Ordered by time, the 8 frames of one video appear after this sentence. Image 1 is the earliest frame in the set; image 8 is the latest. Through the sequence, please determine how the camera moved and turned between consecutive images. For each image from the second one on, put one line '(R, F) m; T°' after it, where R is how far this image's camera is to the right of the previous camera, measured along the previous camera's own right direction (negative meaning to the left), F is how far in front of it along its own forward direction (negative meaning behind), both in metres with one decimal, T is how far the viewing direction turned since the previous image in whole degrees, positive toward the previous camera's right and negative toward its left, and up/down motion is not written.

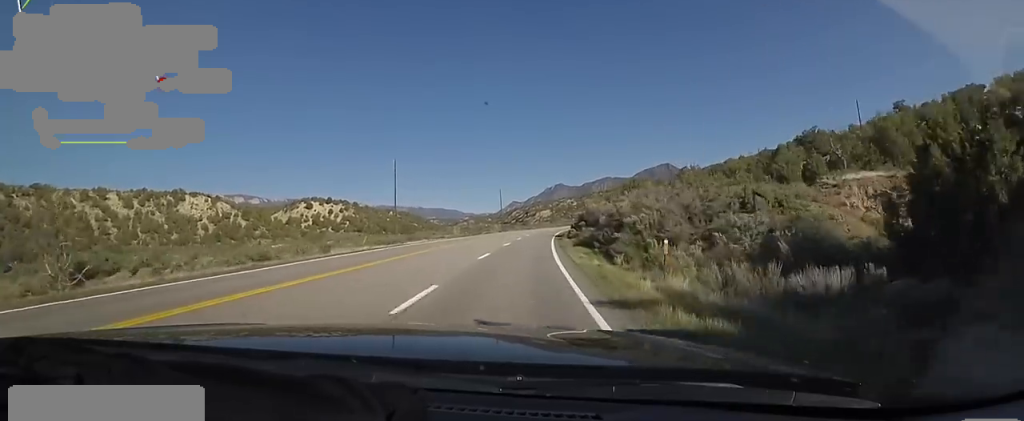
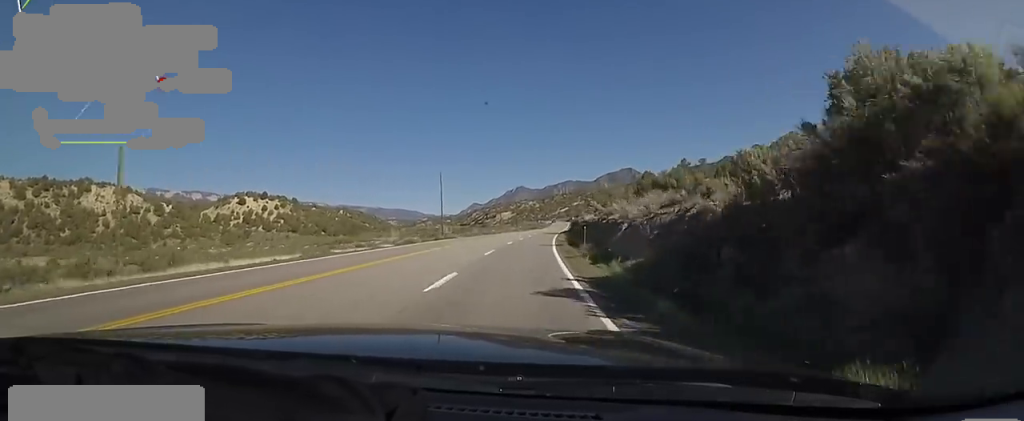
(+1.4, +45.5) m; +5°
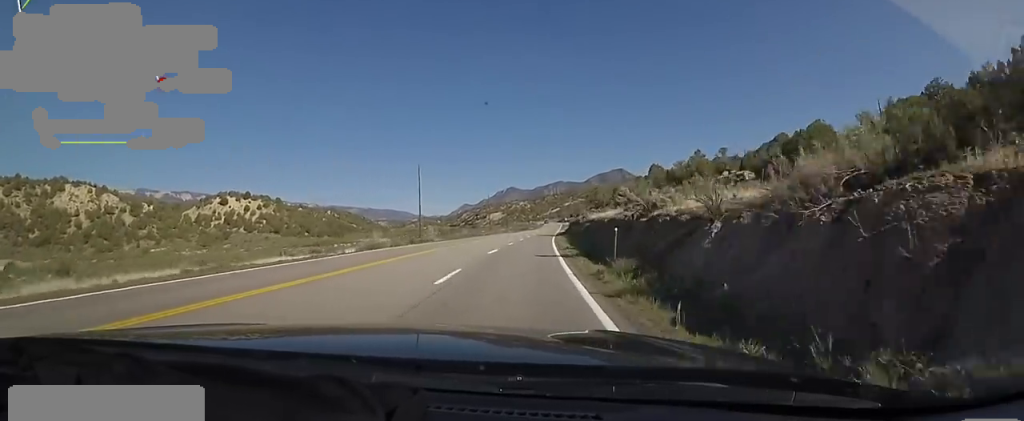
(+0.3, +11.3) m; +1°
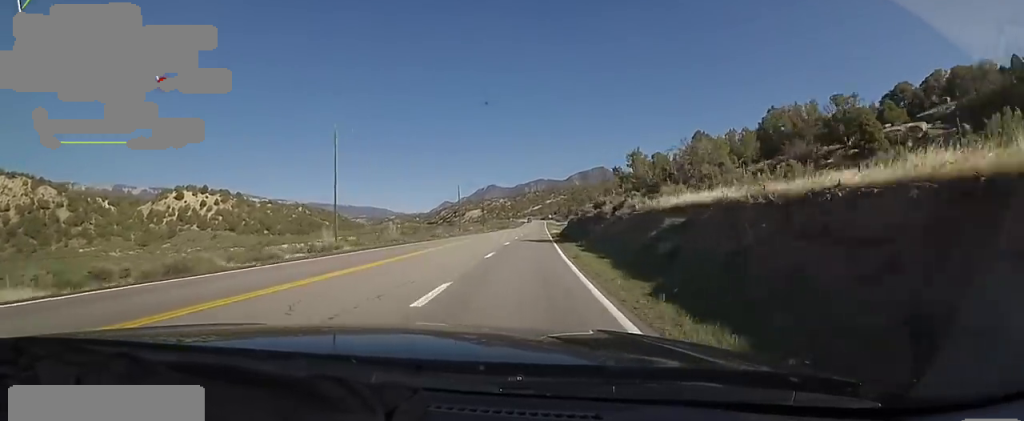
(+0.3, +28.1) m; +3°
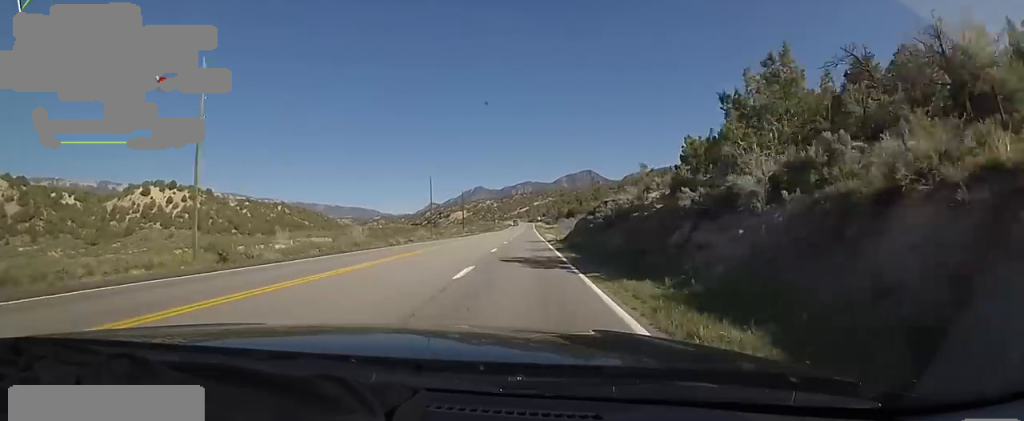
(+0.7, +19.9) m; +2°
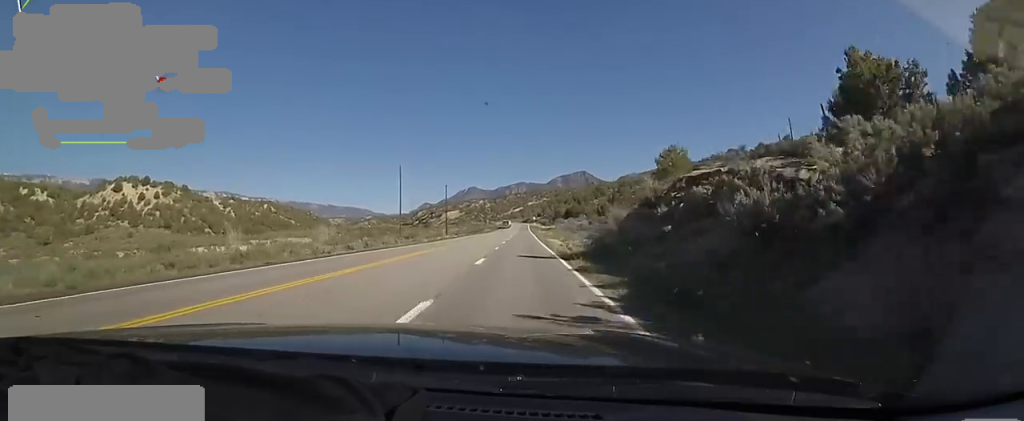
(+0.2, +18.9) m; +1°
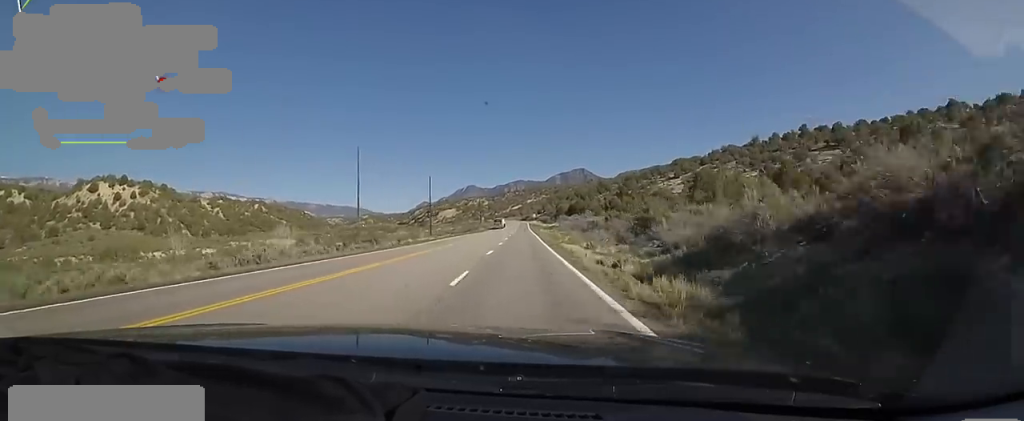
(0.0, +18.0) m; 0°
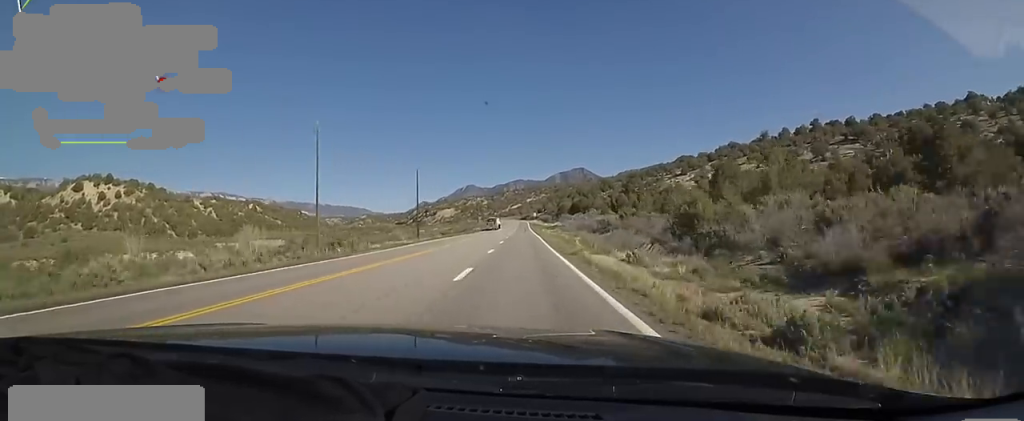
(0.0, +10.9) m; 0°
